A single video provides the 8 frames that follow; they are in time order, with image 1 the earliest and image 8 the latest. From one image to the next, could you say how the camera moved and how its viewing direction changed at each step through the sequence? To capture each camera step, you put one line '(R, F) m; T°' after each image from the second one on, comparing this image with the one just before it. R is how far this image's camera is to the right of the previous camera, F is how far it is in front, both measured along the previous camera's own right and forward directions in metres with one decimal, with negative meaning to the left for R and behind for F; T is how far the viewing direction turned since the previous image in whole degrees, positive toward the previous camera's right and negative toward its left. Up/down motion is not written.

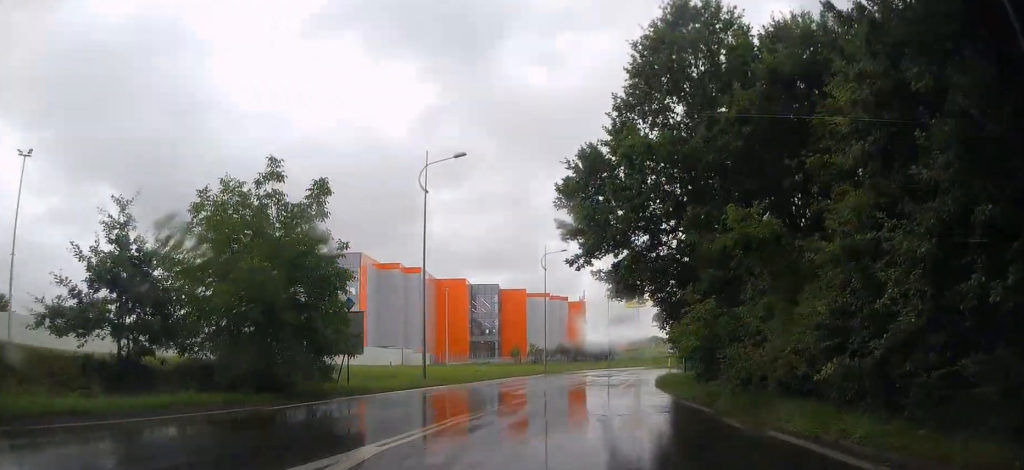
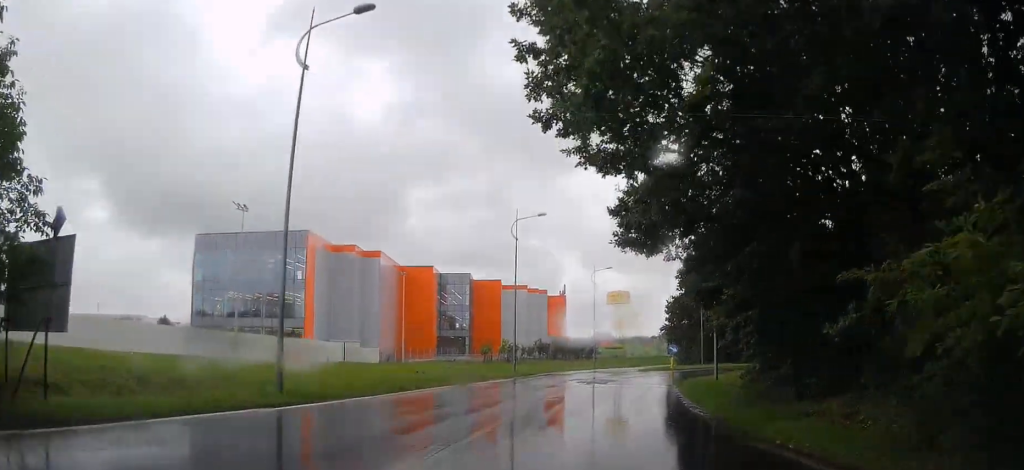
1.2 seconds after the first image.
(+0.4, +14.1) m; +4°
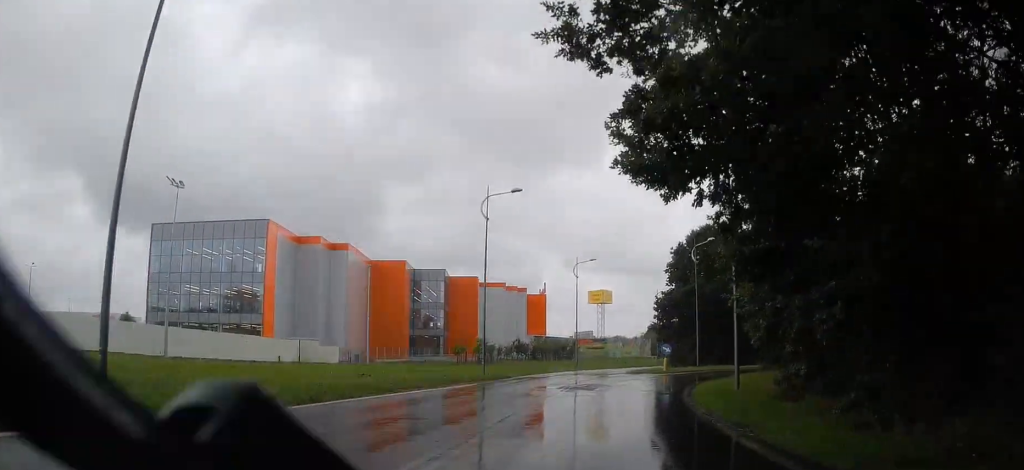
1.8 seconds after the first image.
(0.0, +6.6) m; +3°
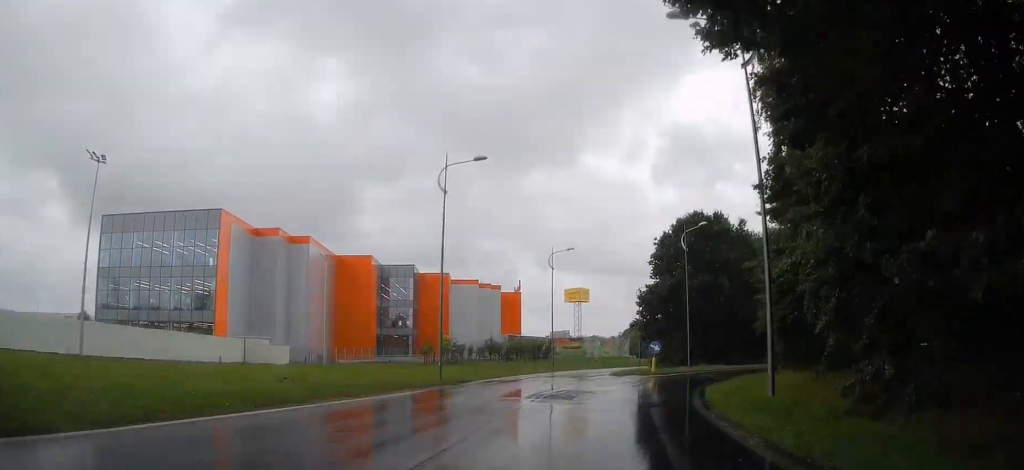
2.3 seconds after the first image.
(+0.2, +6.2) m; +3°
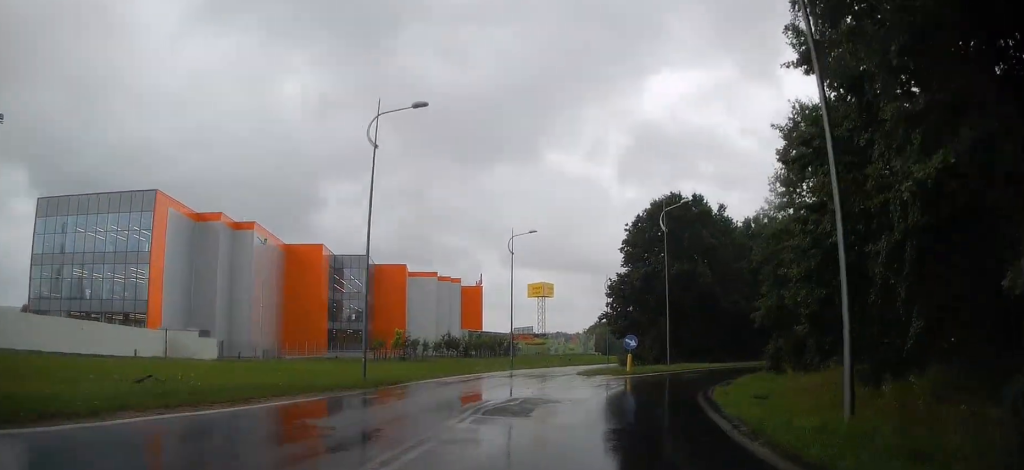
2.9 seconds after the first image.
(+0.1, +6.6) m; +4°
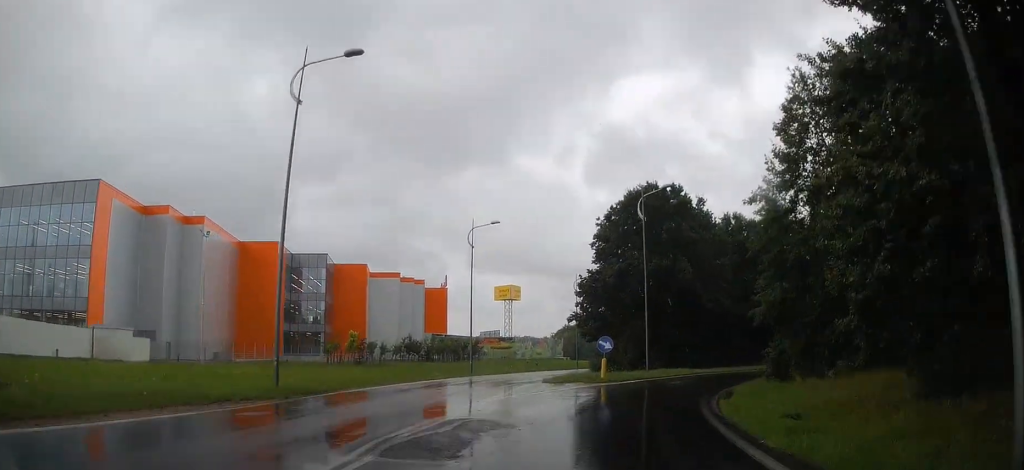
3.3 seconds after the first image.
(+0.3, +5.0) m; +4°
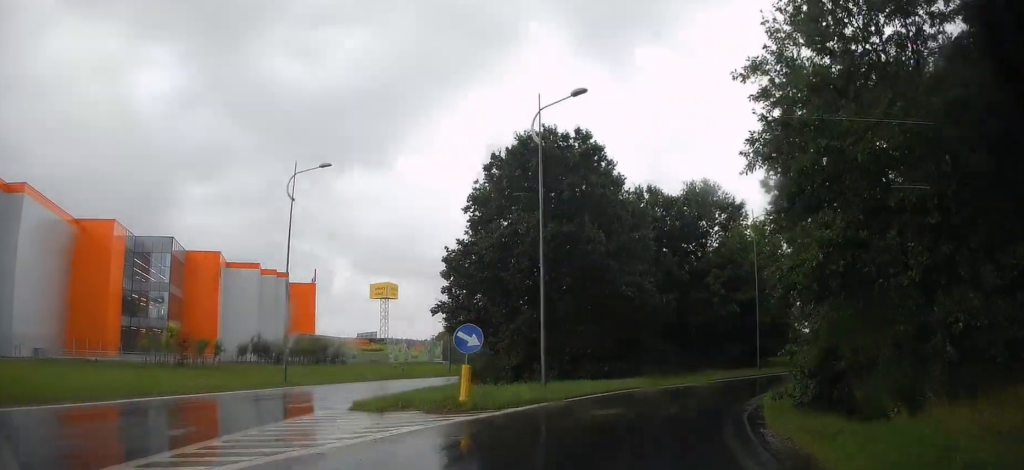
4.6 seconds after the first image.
(+1.4, +14.2) m; +14°
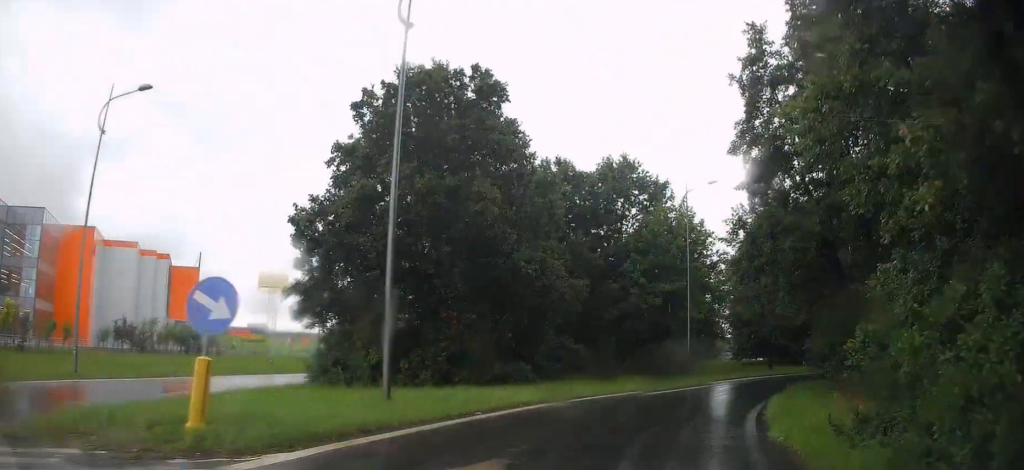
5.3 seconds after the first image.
(+0.8, +8.5) m; +9°
